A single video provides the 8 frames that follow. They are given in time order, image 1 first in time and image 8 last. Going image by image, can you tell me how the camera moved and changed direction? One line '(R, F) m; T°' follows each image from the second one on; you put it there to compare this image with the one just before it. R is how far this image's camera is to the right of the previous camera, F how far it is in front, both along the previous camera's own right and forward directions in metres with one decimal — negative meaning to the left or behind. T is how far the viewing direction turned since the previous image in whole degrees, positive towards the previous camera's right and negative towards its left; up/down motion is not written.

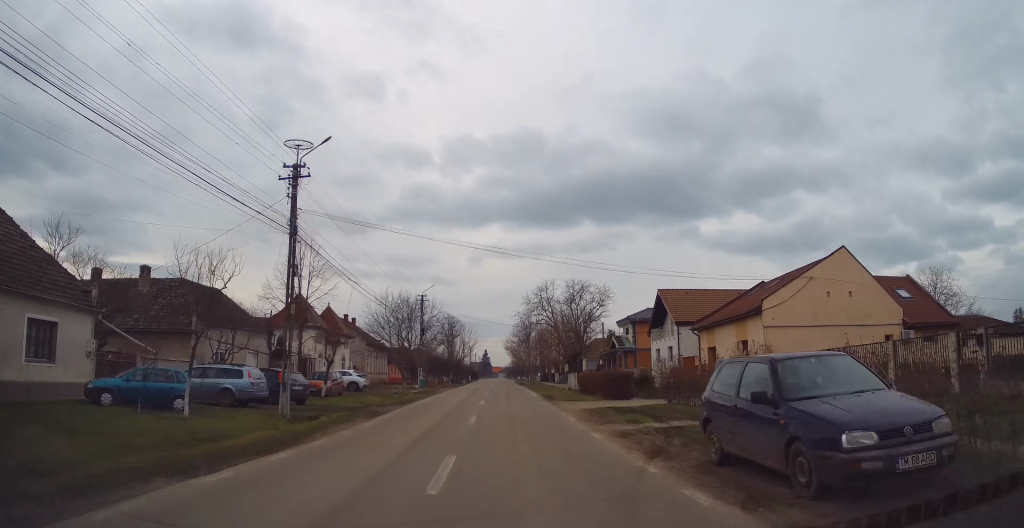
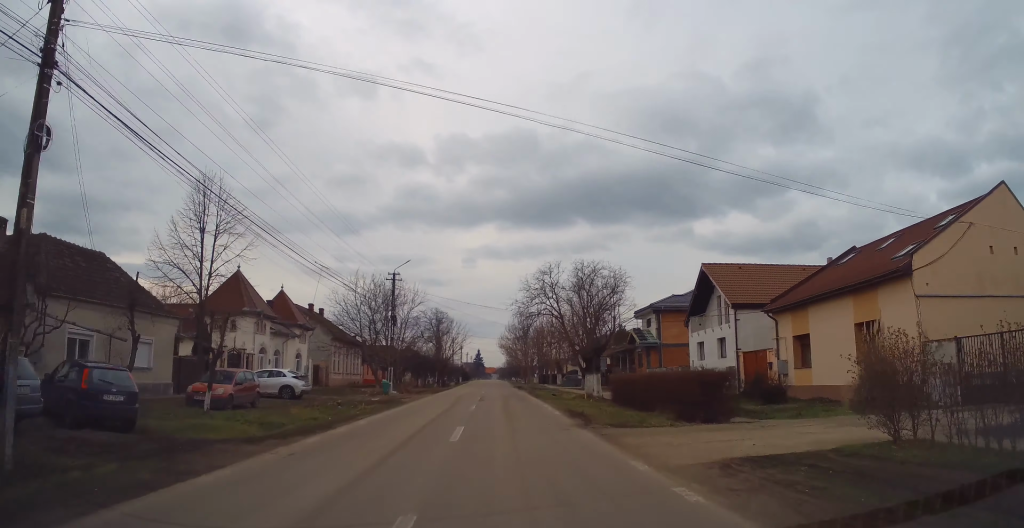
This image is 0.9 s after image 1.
(0.0, +12.4) m; +1°
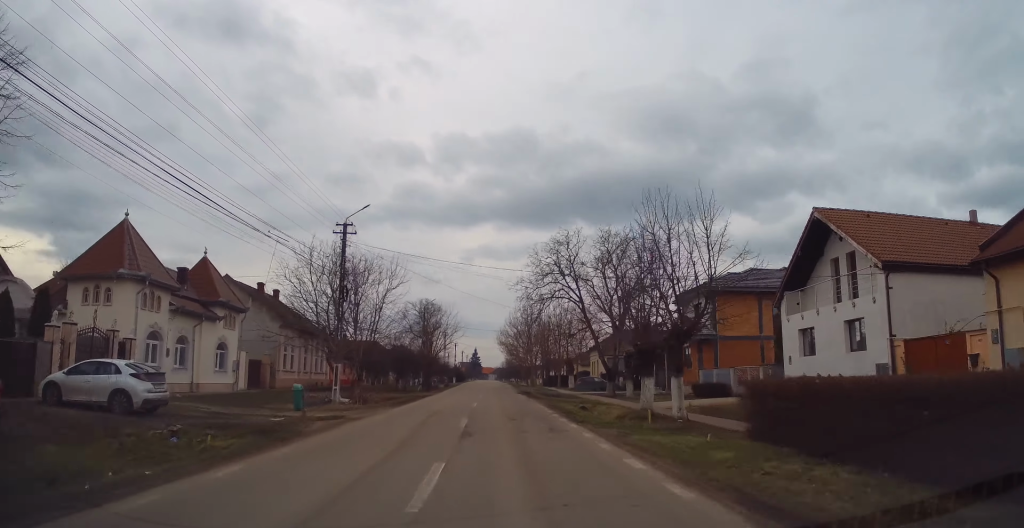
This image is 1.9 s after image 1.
(+0.3, +13.7) m; 0°
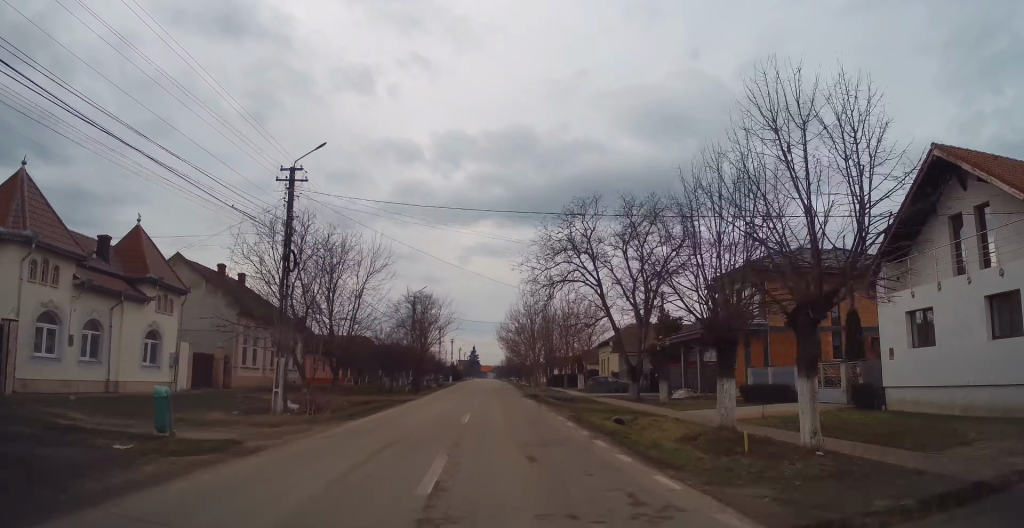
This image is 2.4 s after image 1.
(+0.1, +7.7) m; -1°
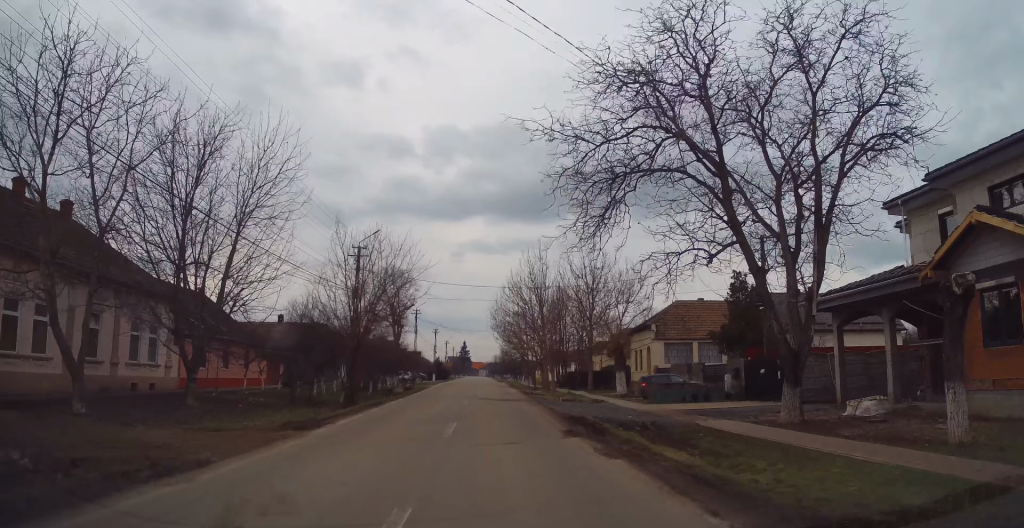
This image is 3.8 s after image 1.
(-0.3, +21.1) m; 0°
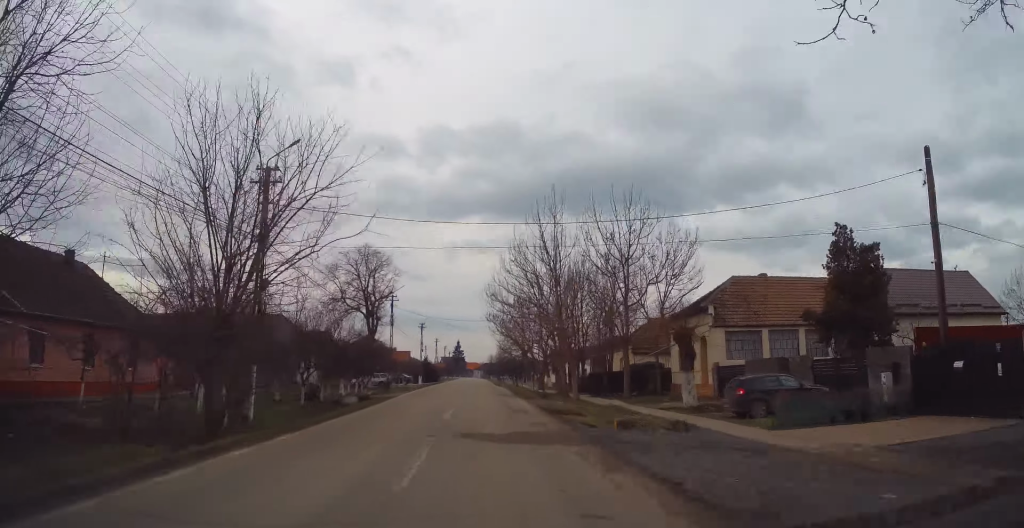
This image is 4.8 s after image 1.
(+0.2, +14.0) m; 0°
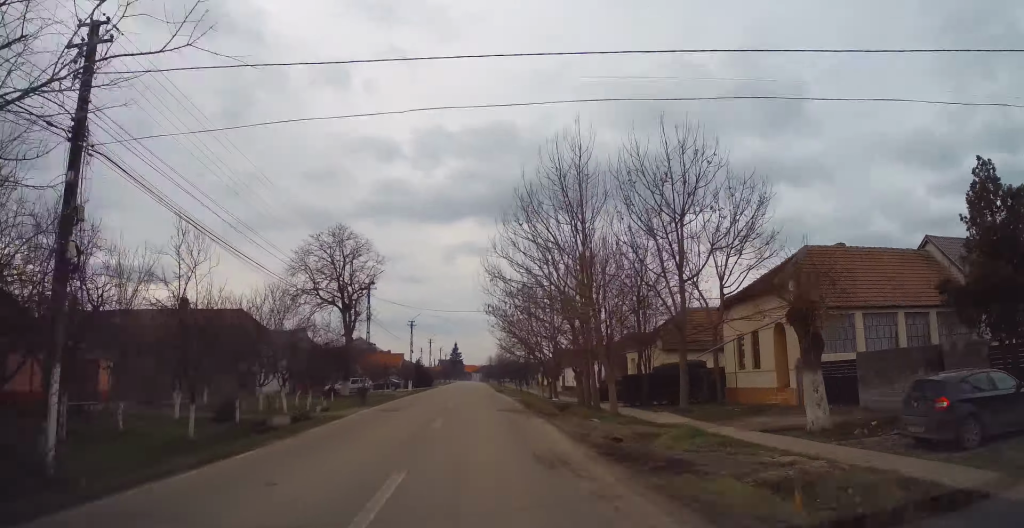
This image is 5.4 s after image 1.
(-0.4, +10.1) m; 0°
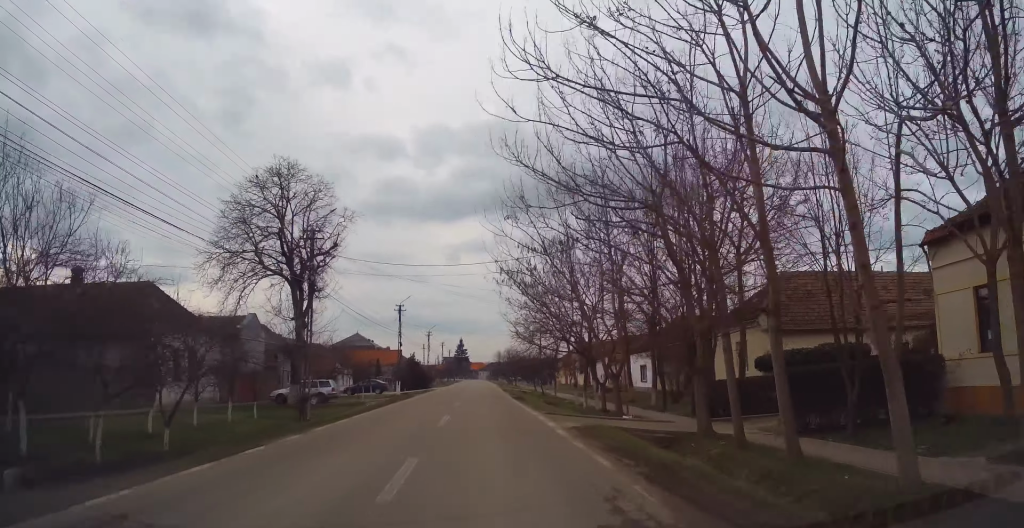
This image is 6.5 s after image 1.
(+0.5, +16.3) m; 0°
